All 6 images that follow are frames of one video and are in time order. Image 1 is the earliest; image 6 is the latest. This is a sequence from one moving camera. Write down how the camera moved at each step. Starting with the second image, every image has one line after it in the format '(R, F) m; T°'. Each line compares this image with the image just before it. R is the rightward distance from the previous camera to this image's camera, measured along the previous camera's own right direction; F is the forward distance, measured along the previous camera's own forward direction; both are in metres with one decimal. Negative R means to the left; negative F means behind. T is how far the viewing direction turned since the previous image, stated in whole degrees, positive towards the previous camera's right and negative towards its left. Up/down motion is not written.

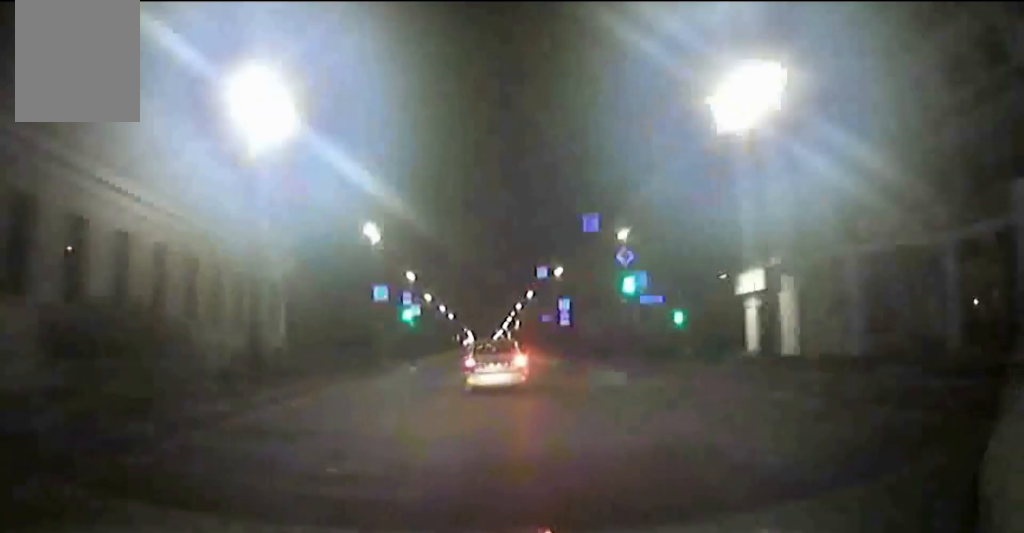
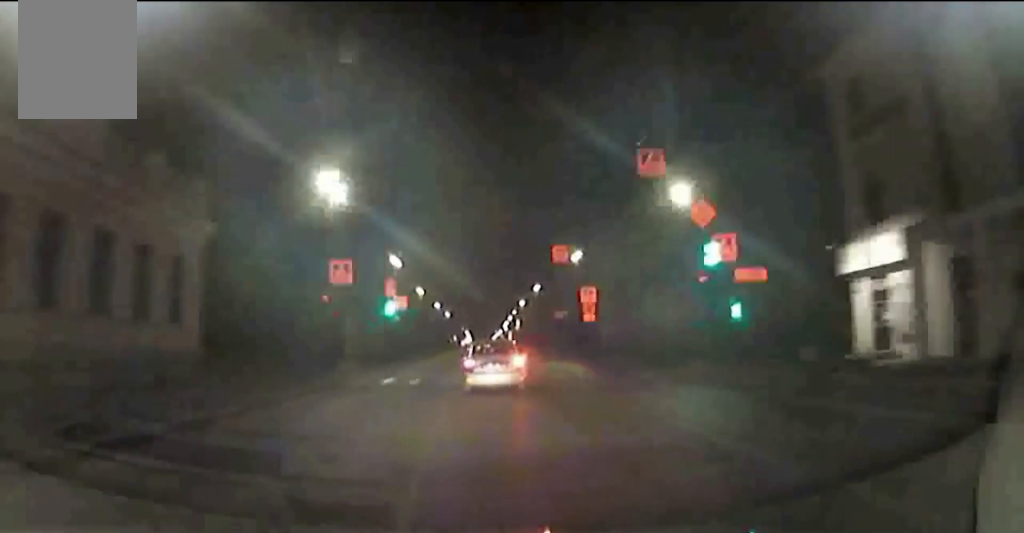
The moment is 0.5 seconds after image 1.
(0.0, +12.3) m; -1°
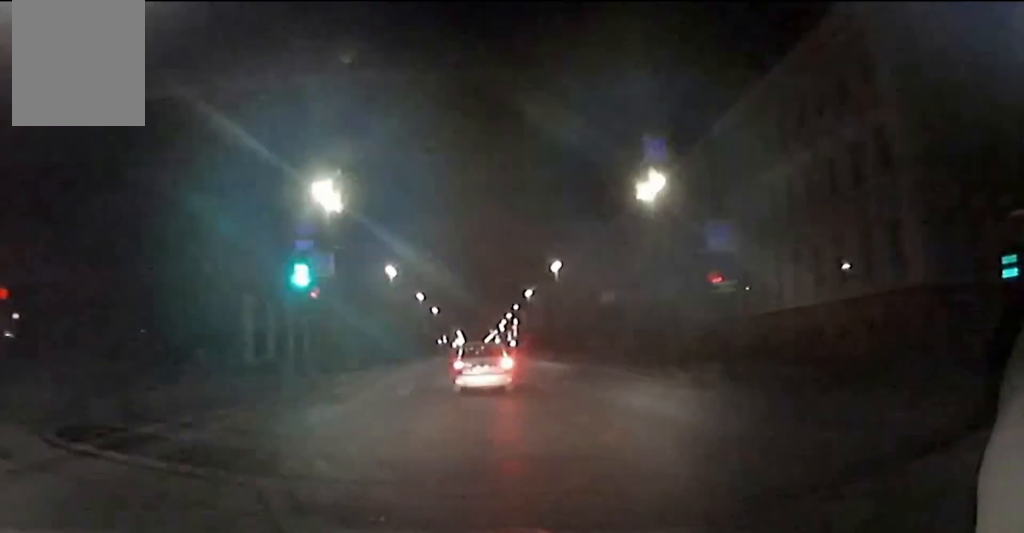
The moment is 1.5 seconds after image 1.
(-0.2, +24.1) m; -1°
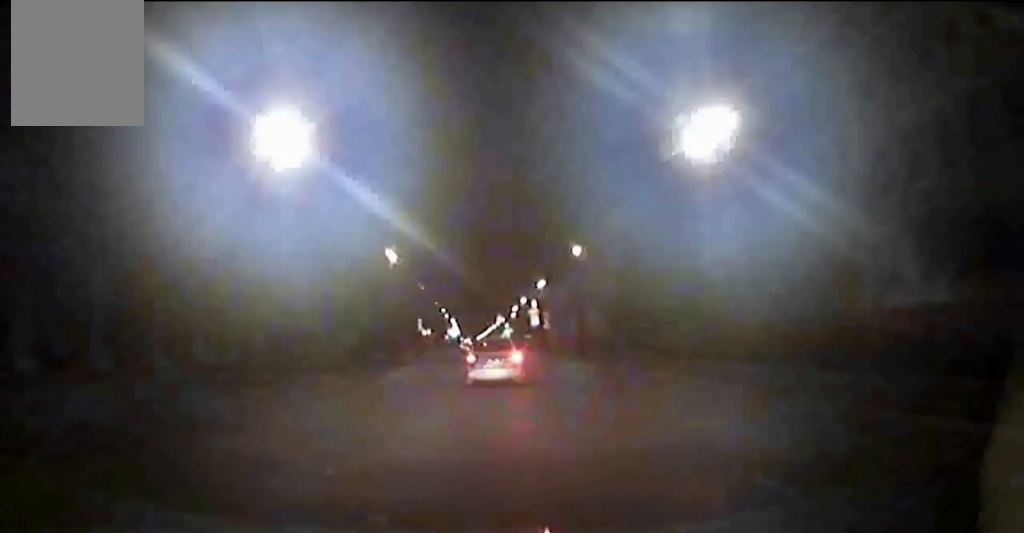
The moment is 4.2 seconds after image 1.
(-0.4, +65.3) m; 0°
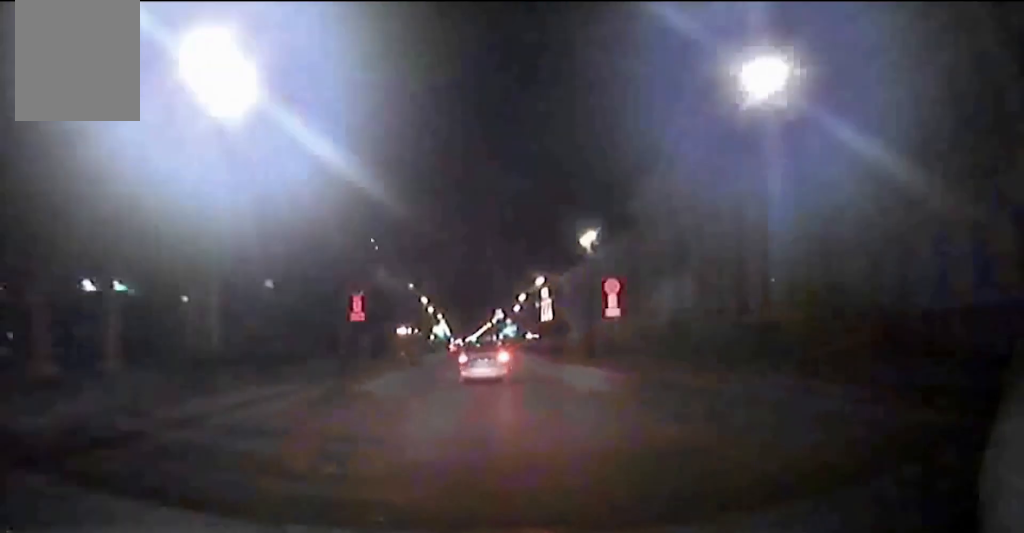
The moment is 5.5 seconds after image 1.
(+0.3, +34.7) m; 0°
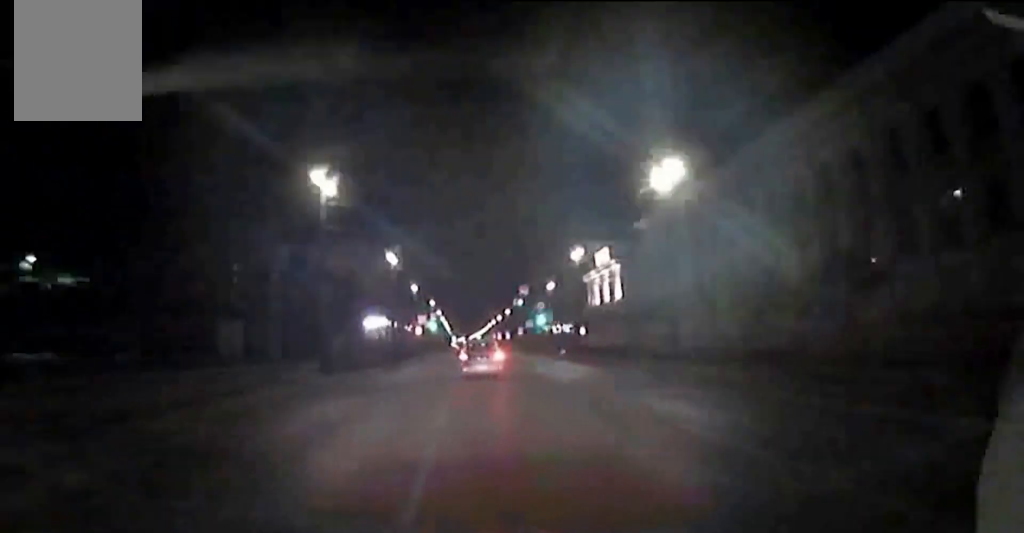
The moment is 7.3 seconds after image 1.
(0.0, +46.6) m; +1°
